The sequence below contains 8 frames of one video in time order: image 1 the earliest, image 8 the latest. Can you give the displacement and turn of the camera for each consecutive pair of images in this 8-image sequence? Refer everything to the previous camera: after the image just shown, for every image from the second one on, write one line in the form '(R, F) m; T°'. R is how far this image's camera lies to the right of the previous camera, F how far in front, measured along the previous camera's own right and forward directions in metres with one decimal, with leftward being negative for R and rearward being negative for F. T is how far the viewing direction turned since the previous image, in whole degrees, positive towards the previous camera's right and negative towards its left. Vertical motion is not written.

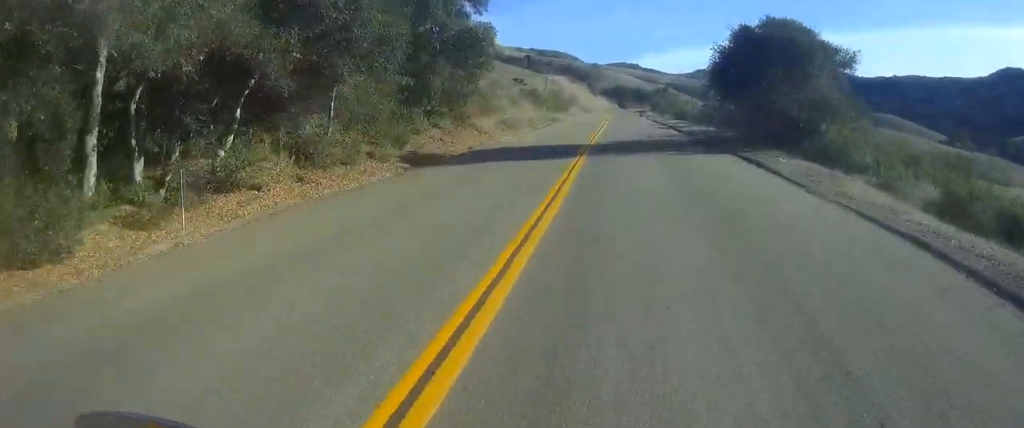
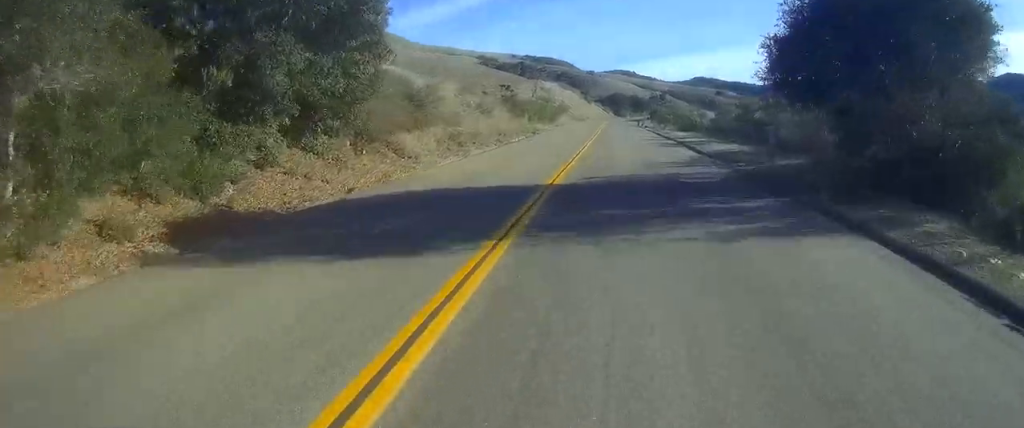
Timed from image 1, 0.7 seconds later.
(+0.1, +13.1) m; 0°
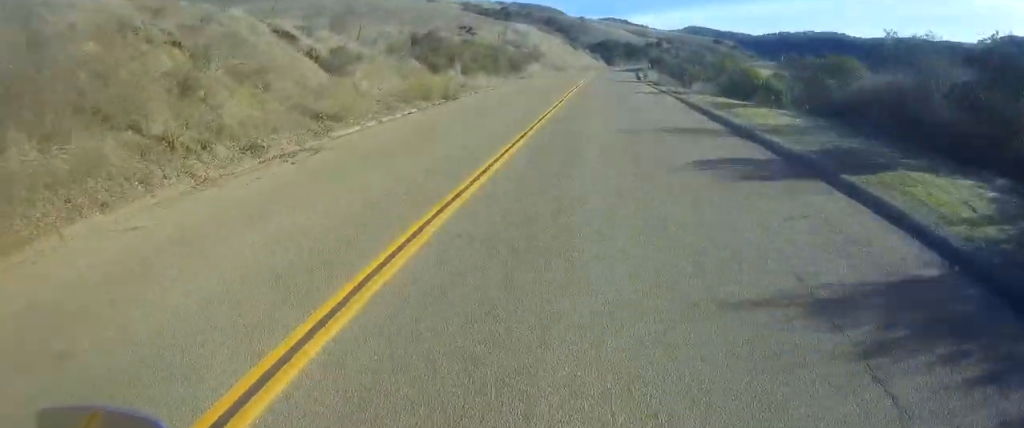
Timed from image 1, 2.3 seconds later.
(-0.9, +32.2) m; -4°
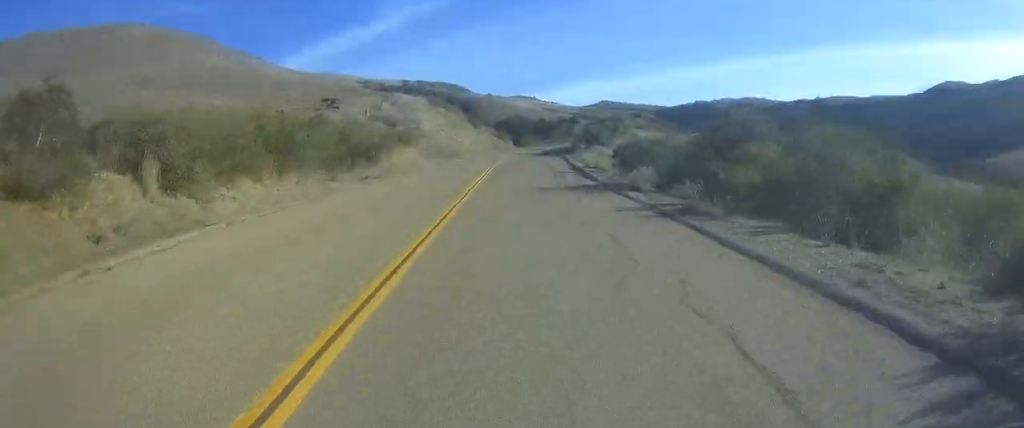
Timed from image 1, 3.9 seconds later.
(+0.1, +31.4) m; +1°
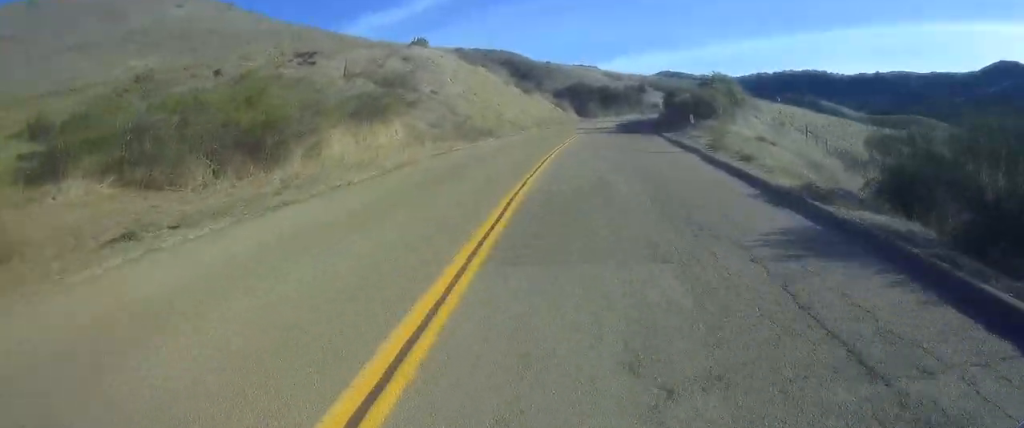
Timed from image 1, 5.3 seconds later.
(+0.2, +29.3) m; +1°
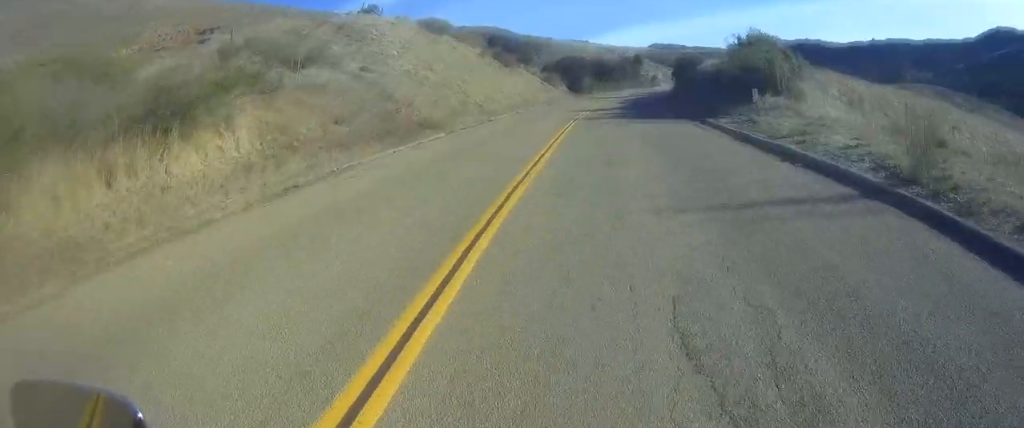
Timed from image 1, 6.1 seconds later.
(+0.2, +16.0) m; +1°
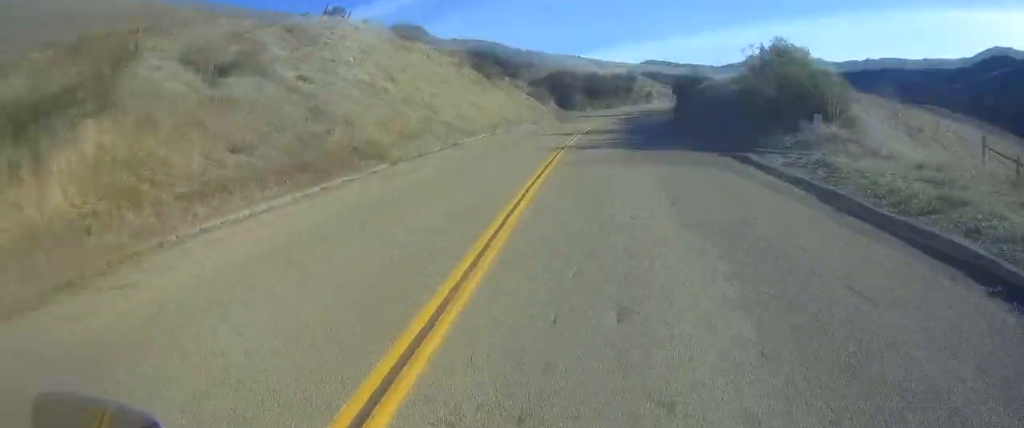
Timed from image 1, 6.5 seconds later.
(0.0, +7.6) m; +1°
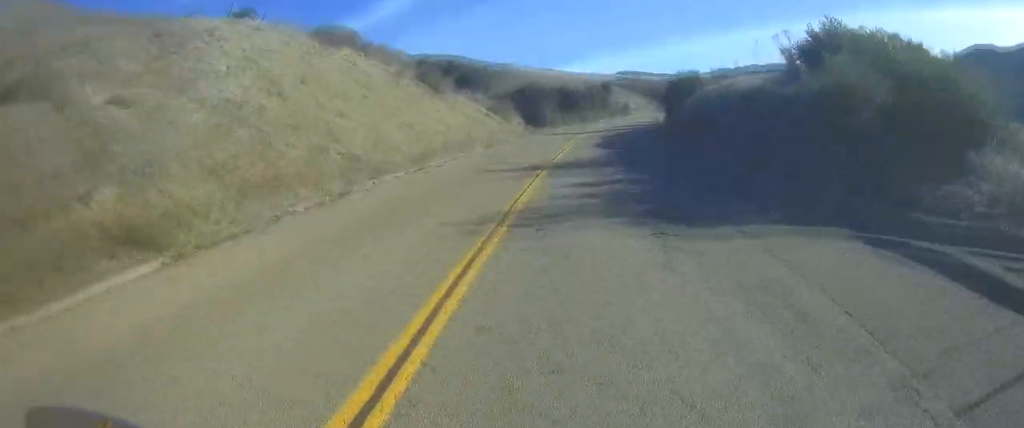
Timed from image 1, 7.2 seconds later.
(+0.1, +11.9) m; +1°
